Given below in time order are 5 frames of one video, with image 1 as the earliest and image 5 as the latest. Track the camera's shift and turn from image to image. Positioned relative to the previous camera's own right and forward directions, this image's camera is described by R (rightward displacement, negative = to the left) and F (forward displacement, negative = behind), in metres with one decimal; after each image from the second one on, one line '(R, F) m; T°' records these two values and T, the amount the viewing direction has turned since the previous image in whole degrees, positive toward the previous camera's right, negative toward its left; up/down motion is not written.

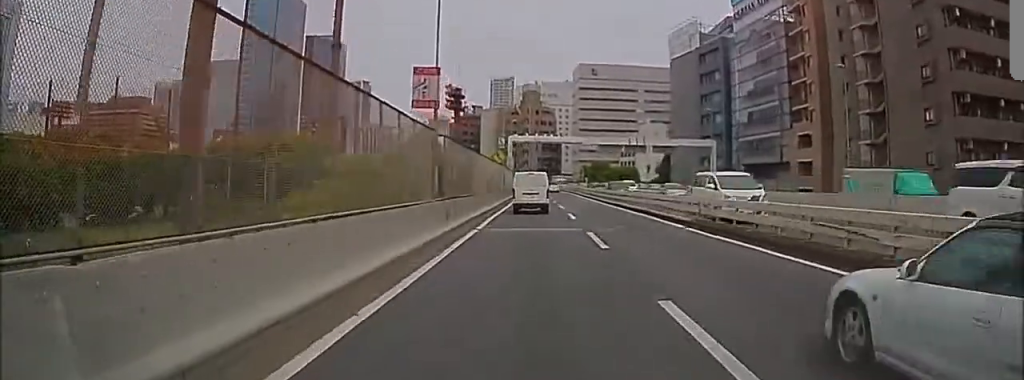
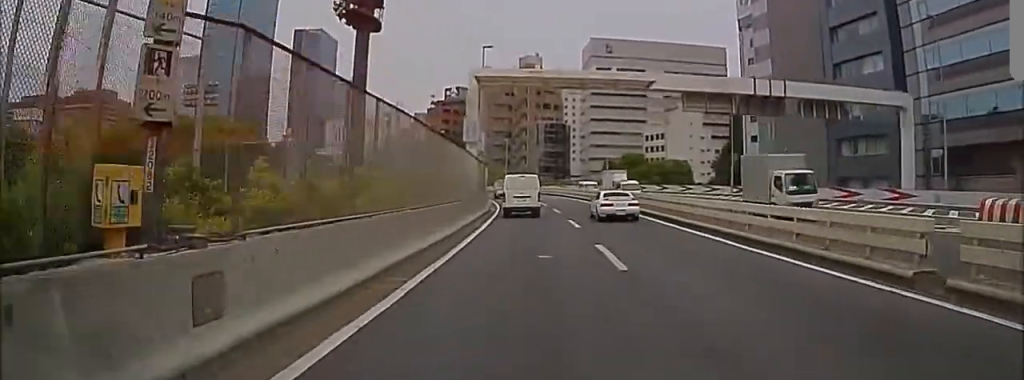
(-0.1, +42.9) m; -1°
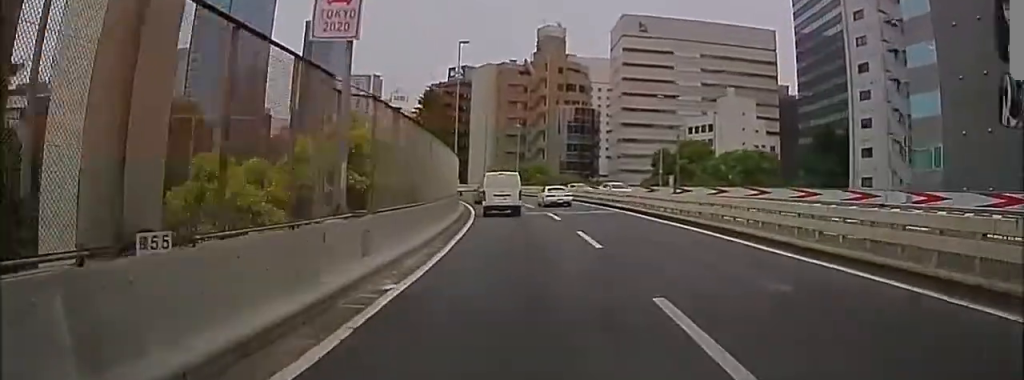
(-0.1, +27.3) m; 0°
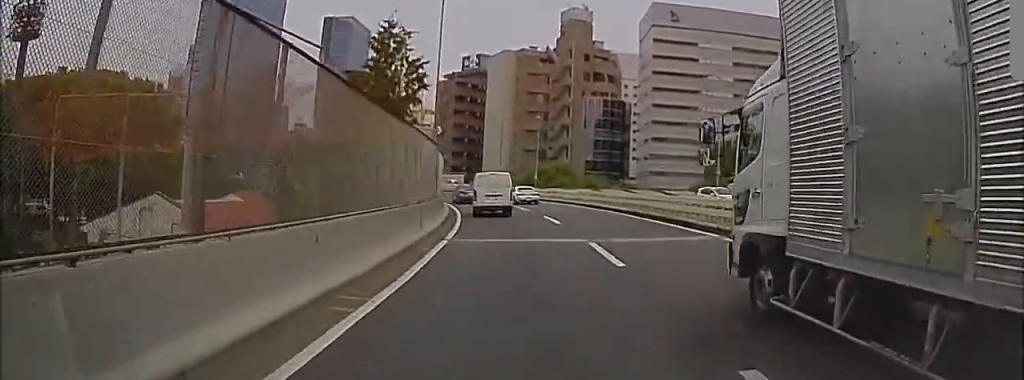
(-0.2, +12.9) m; -2°
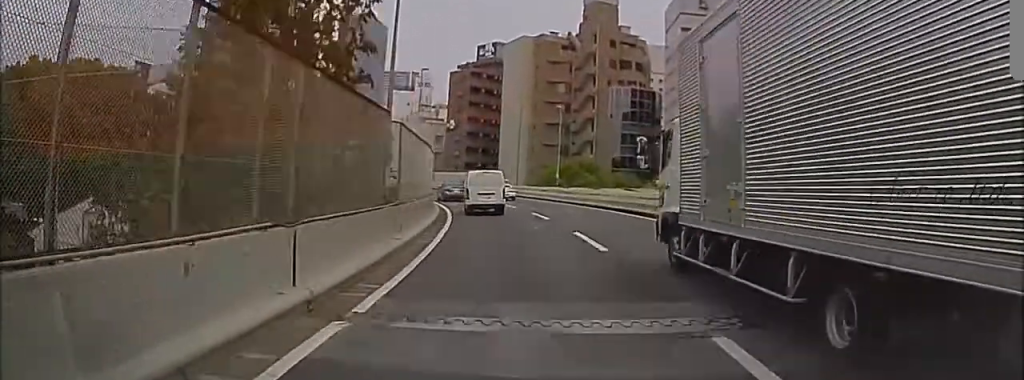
(-0.1, +9.1) m; -2°
